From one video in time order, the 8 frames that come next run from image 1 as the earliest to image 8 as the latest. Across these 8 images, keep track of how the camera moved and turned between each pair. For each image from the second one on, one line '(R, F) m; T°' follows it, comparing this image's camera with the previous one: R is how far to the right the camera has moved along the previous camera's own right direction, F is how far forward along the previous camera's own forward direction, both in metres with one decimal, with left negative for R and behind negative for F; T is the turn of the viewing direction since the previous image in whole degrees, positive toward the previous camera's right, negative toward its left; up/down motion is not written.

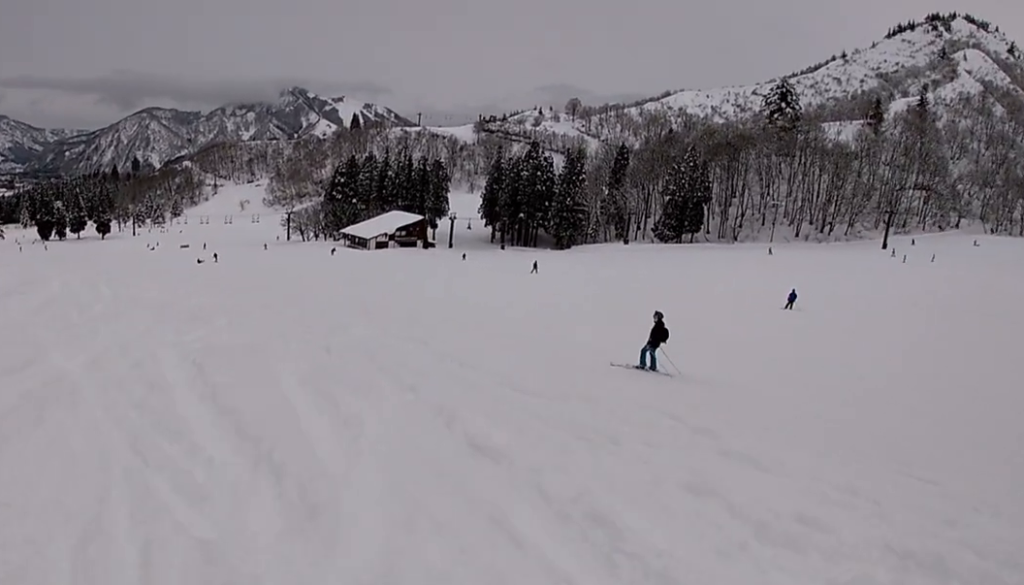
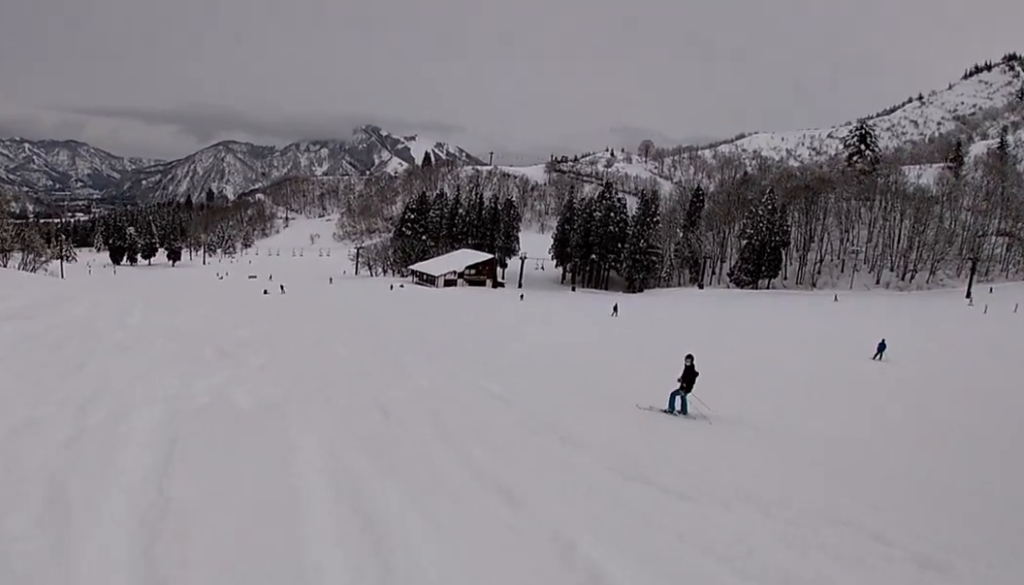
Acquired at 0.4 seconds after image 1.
(-0.2, +2.7) m; -11°
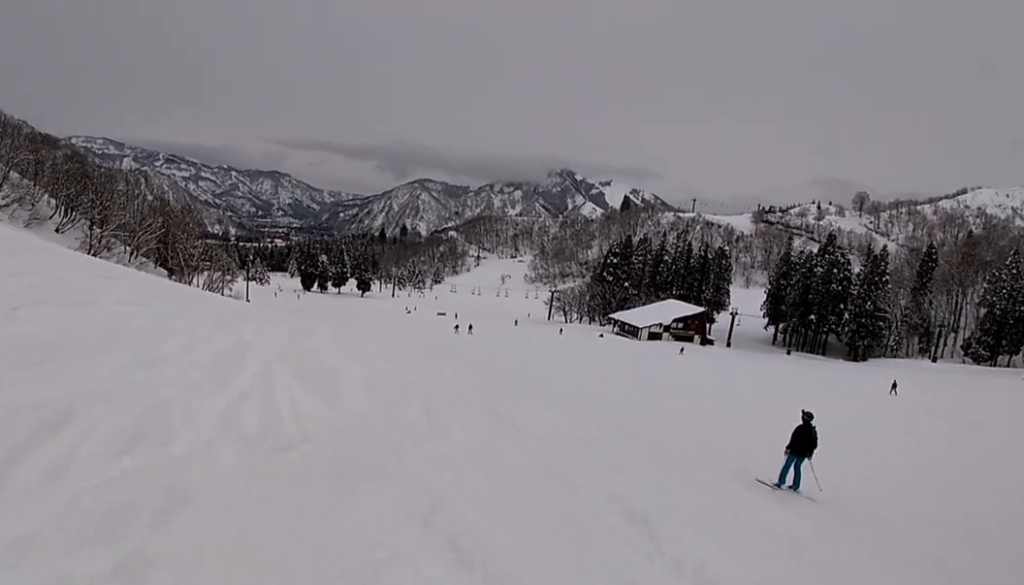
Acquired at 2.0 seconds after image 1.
(-3.0, +8.7) m; -28°
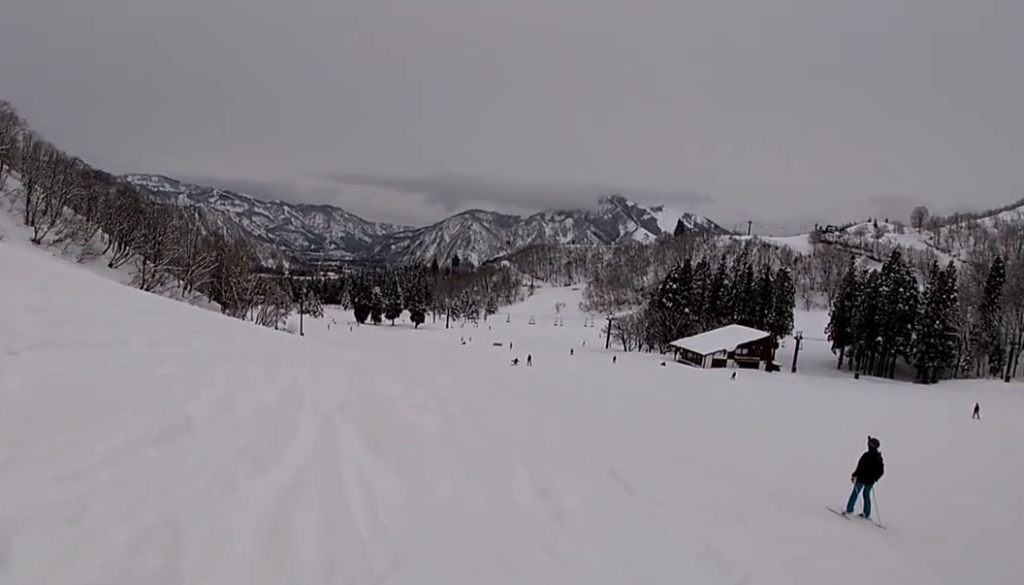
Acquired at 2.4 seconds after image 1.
(-0.1, +2.5) m; -1°
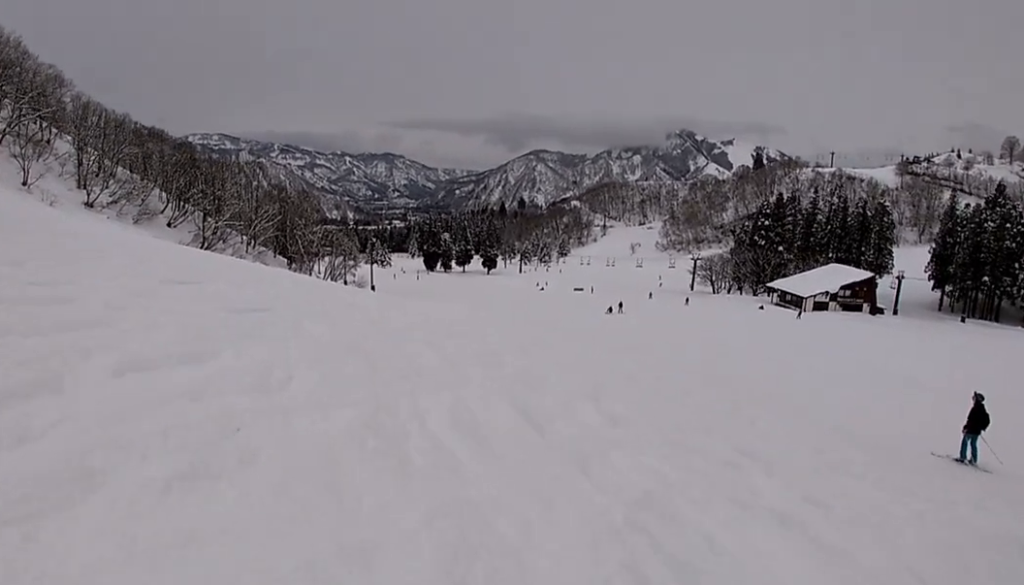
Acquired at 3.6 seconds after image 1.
(-0.1, +6.8) m; -1°
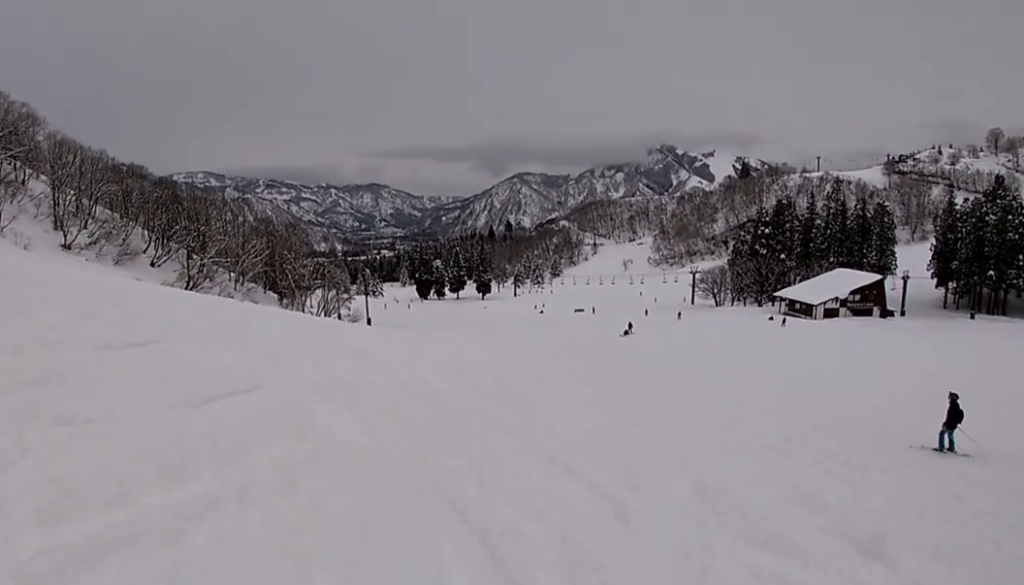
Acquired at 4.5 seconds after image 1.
(0.0, +5.3) m; 0°
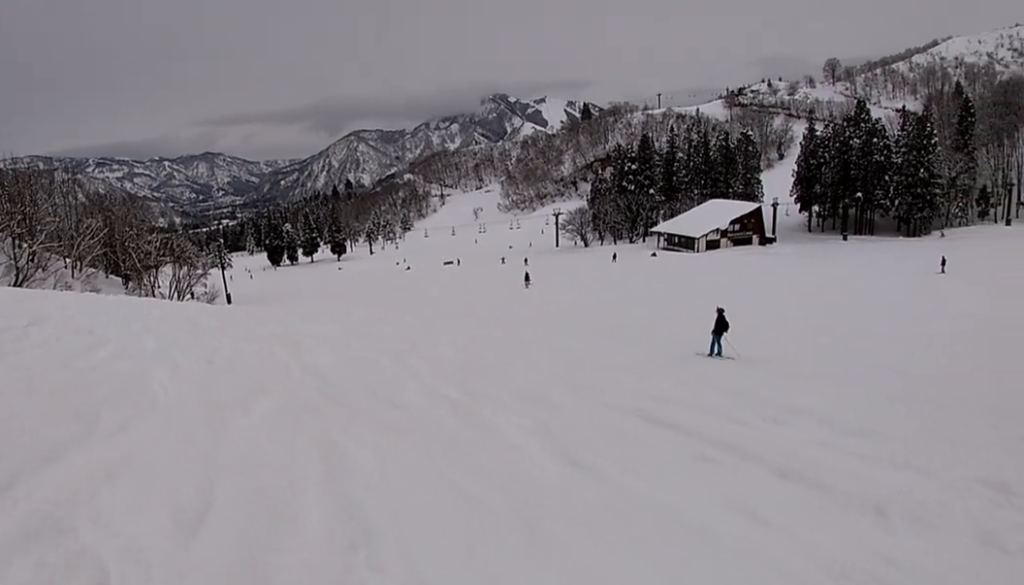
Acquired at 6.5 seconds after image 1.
(+1.2, +11.1) m; +16°
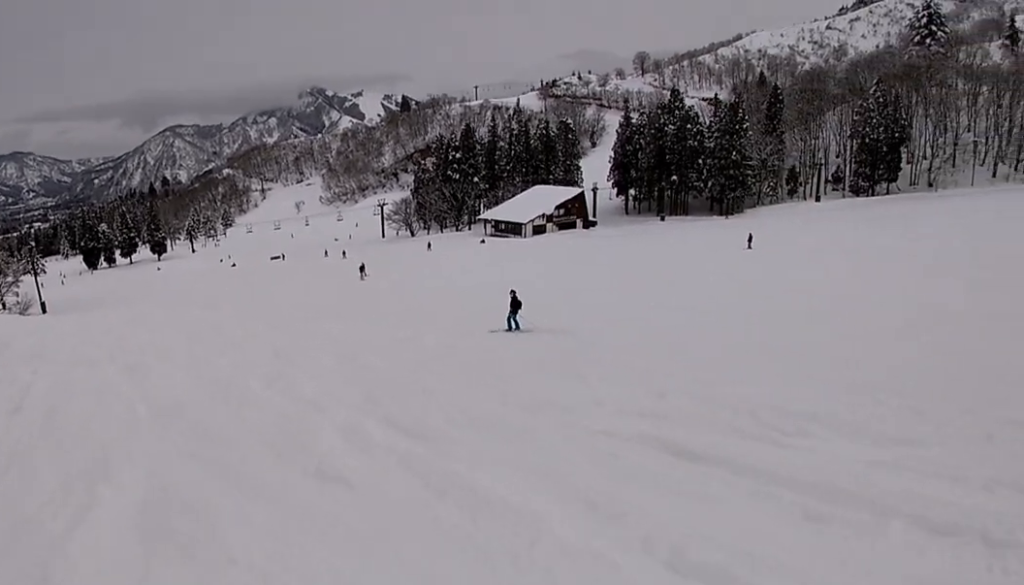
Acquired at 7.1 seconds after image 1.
(+0.2, +3.9) m; +6°
